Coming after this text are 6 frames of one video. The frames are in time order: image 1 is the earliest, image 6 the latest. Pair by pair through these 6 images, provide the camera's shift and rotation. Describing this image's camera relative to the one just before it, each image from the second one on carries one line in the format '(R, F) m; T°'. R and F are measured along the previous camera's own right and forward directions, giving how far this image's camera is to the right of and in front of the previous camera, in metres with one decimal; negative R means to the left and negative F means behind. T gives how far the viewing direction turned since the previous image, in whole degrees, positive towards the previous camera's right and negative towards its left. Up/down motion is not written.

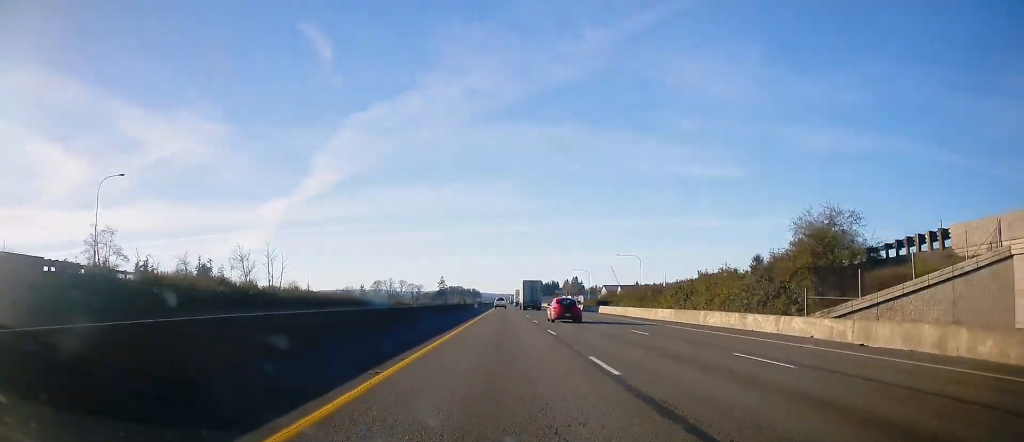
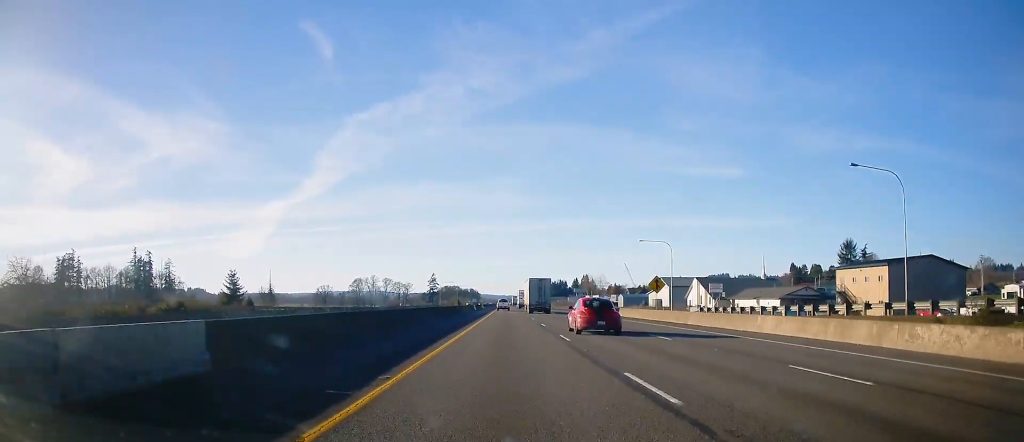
(+0.4, +100.1) m; 0°
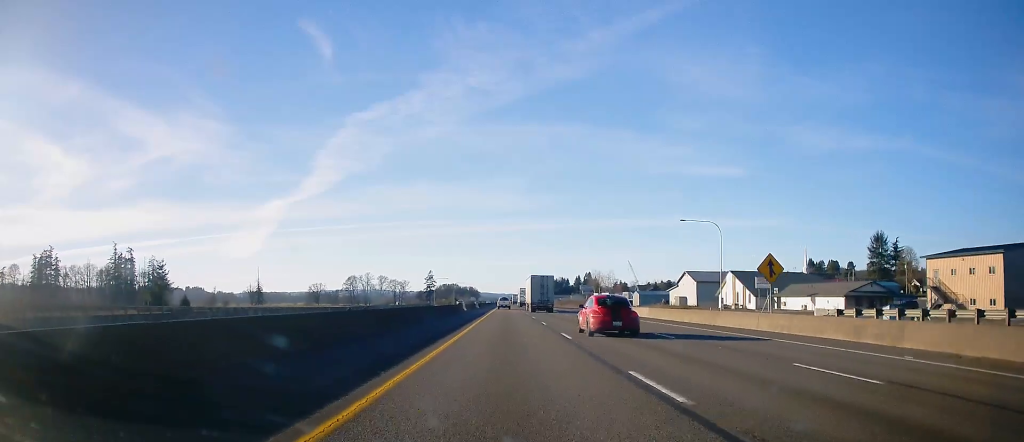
(-0.4, +24.5) m; 0°
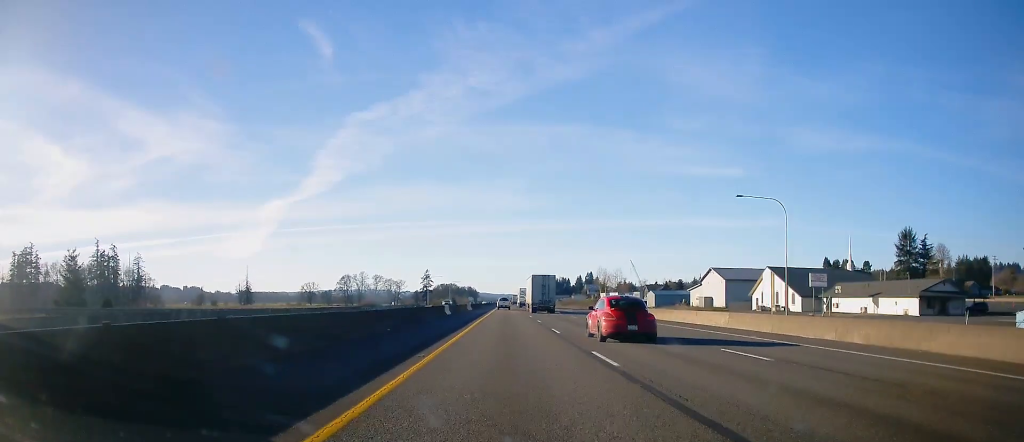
(+0.3, +20.0) m; 0°
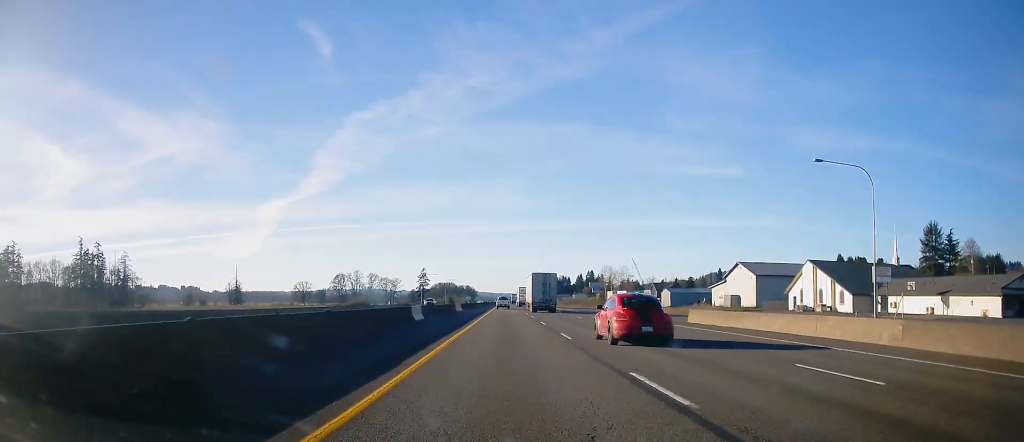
(+0.2, +16.7) m; 0°
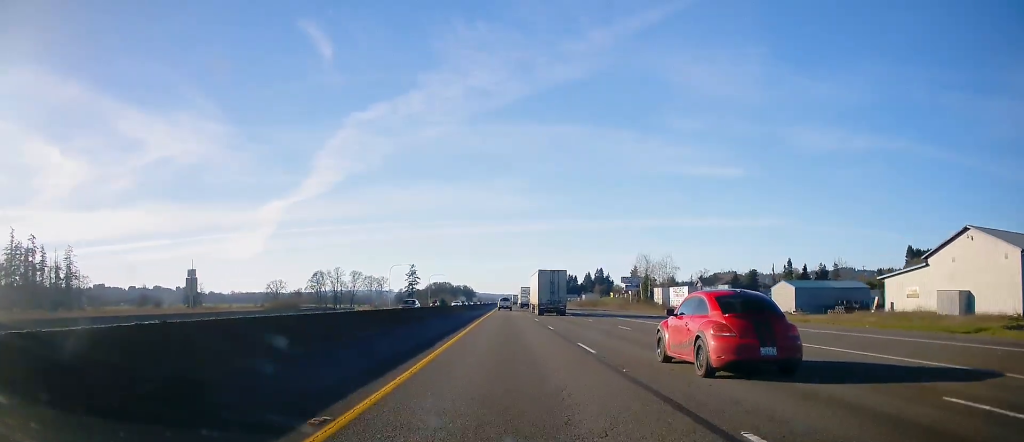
(-0.6, +65.6) m; 0°
